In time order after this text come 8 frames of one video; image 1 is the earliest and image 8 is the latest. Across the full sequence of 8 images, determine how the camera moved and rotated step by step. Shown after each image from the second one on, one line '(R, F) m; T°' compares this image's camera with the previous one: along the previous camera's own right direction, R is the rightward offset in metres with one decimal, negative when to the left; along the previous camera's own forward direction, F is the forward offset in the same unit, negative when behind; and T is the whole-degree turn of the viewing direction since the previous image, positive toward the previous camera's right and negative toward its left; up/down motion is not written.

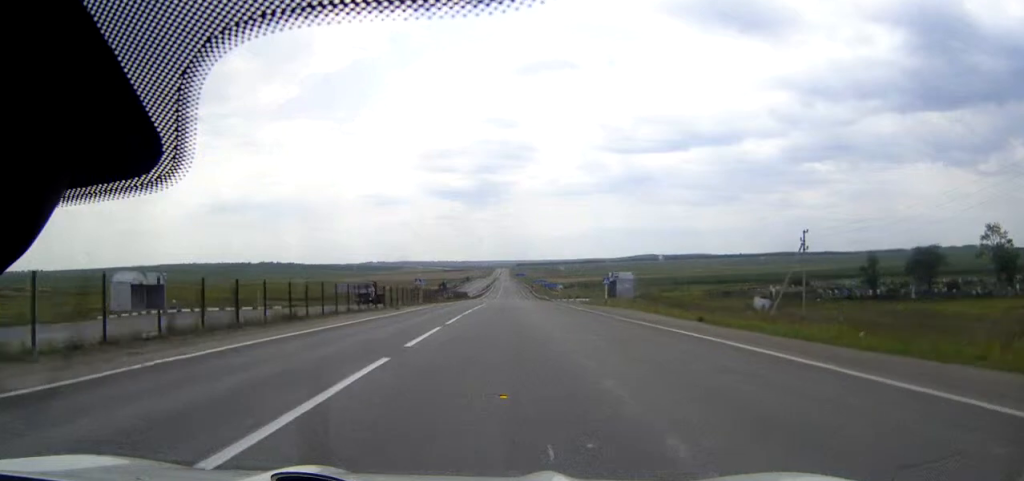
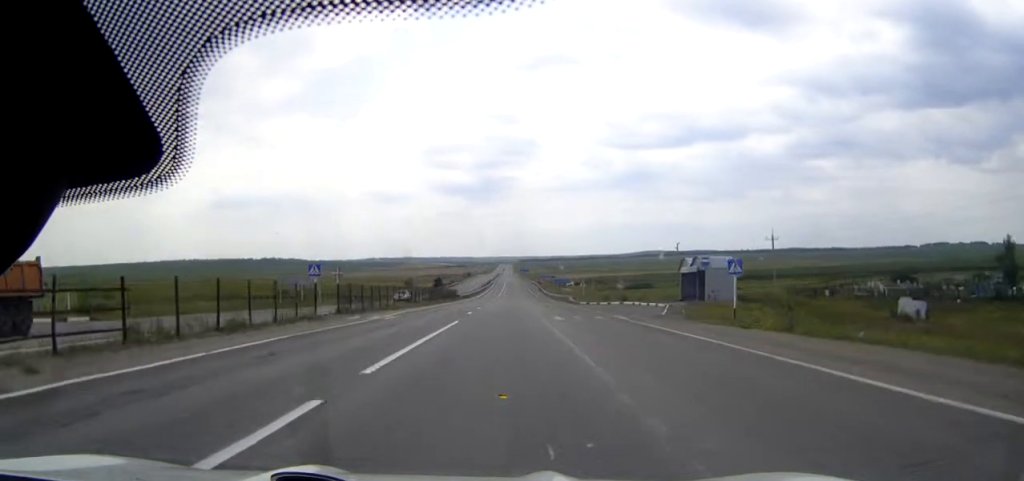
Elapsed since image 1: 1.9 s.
(0.0, +40.9) m; 0°
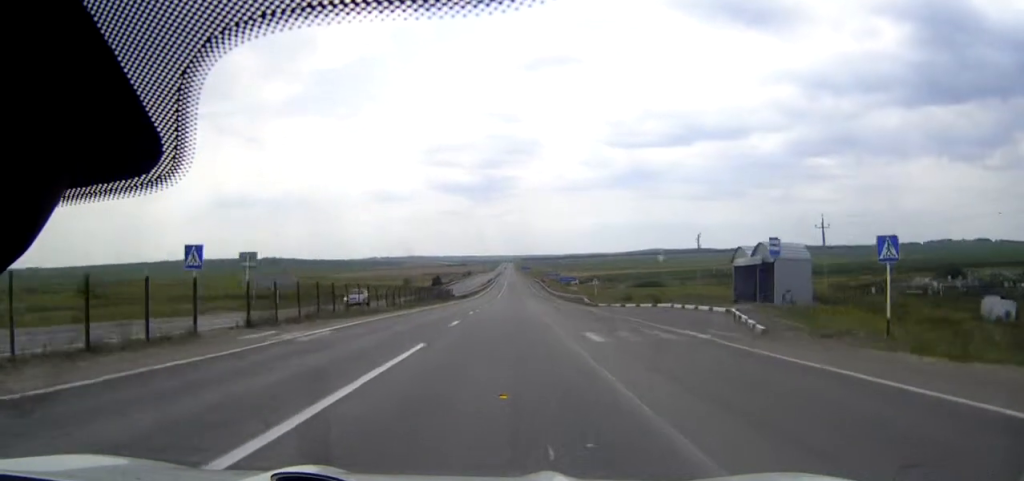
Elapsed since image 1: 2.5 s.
(0.0, +13.7) m; 0°
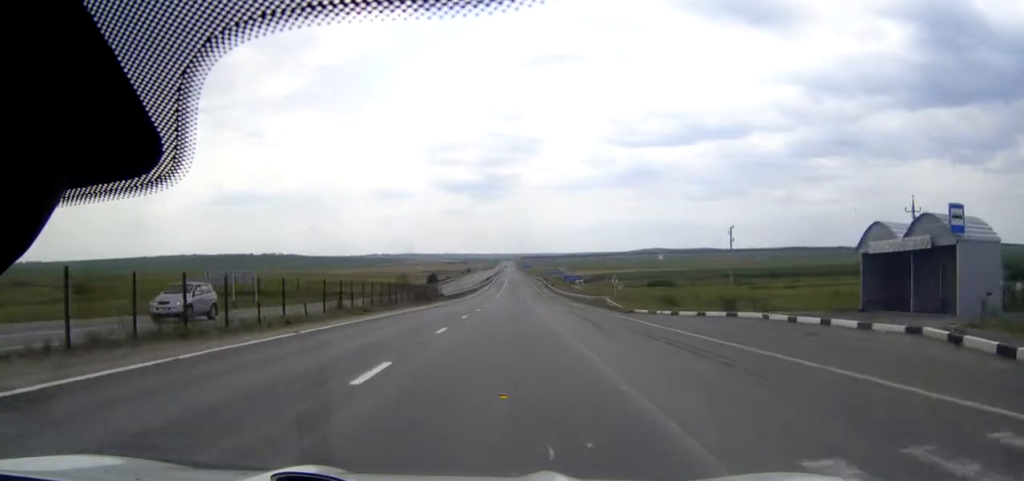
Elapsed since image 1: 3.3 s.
(0.0, +17.4) m; 0°
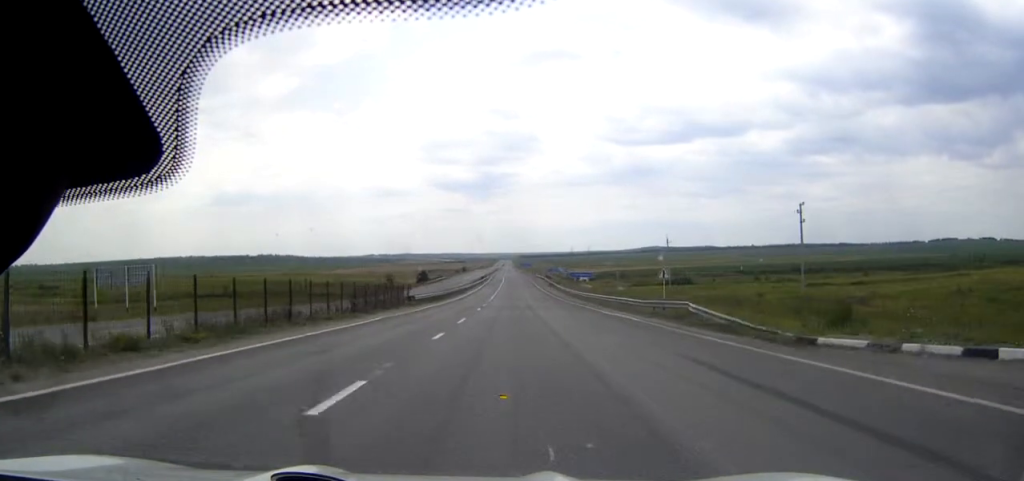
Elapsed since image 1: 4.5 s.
(0.0, +26.2) m; 0°
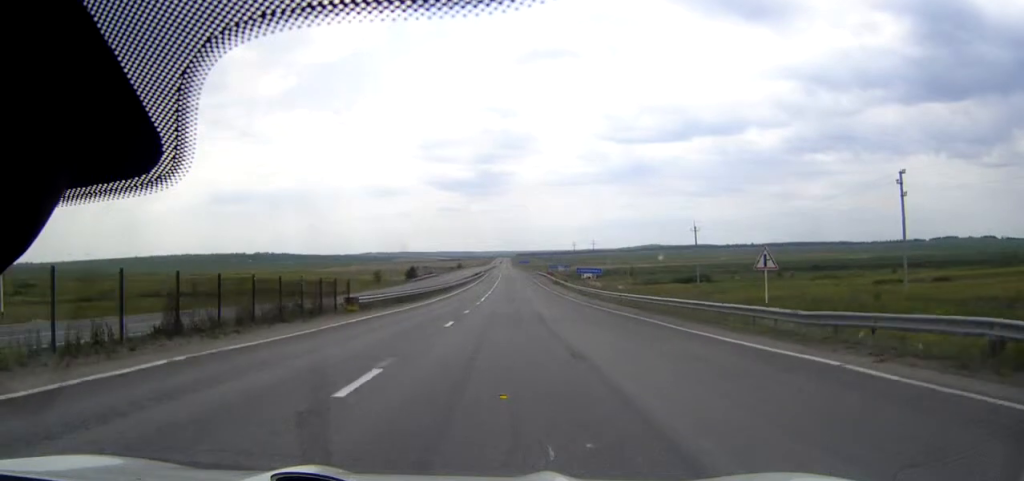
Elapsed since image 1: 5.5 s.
(0.0, +22.1) m; 0°
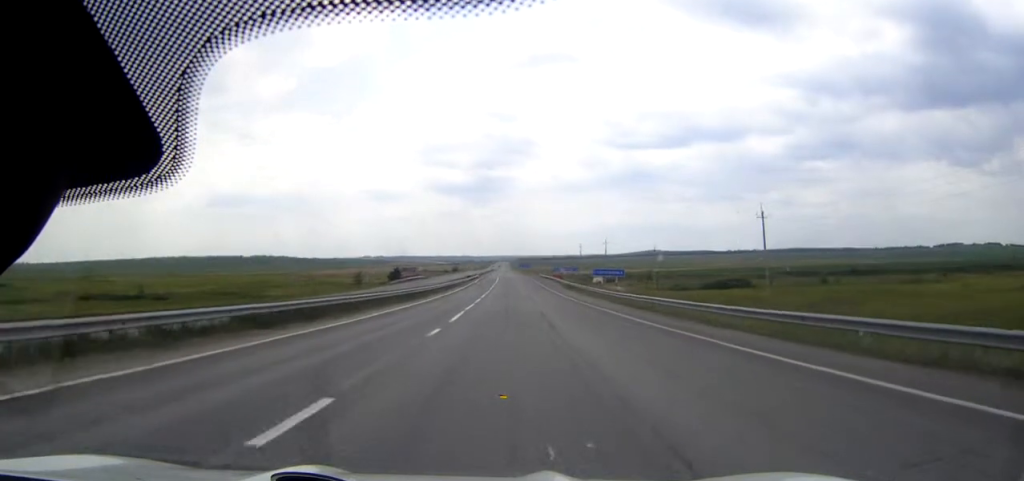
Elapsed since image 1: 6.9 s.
(0.0, +31.3) m; 0°
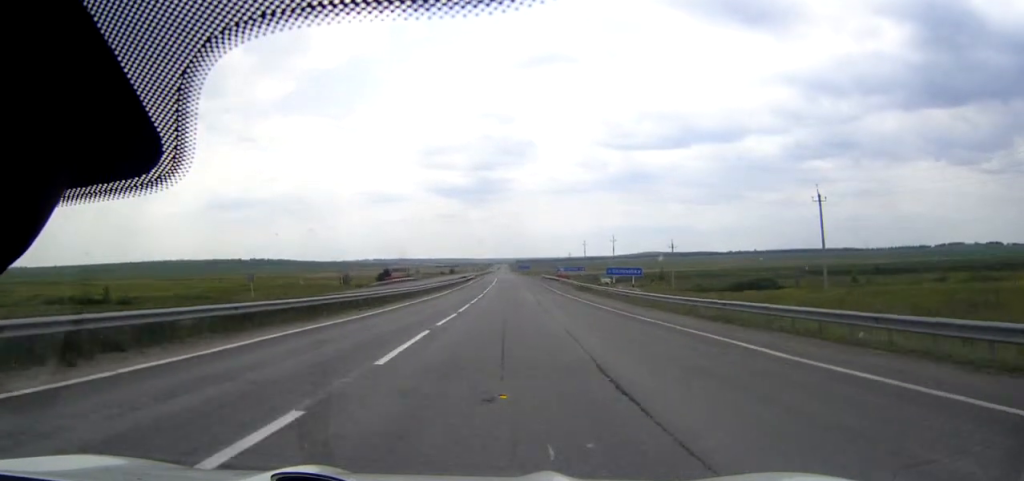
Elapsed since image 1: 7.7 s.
(0.0, +16.5) m; 0°
